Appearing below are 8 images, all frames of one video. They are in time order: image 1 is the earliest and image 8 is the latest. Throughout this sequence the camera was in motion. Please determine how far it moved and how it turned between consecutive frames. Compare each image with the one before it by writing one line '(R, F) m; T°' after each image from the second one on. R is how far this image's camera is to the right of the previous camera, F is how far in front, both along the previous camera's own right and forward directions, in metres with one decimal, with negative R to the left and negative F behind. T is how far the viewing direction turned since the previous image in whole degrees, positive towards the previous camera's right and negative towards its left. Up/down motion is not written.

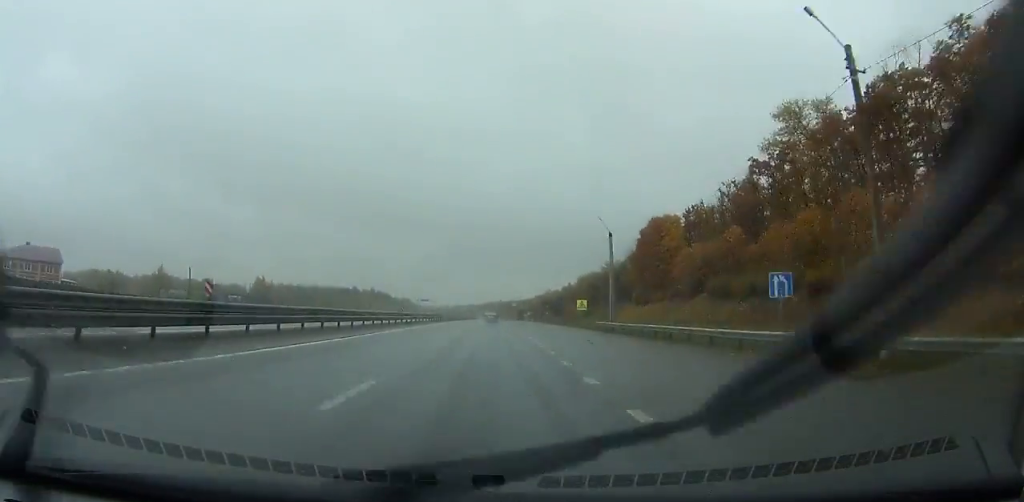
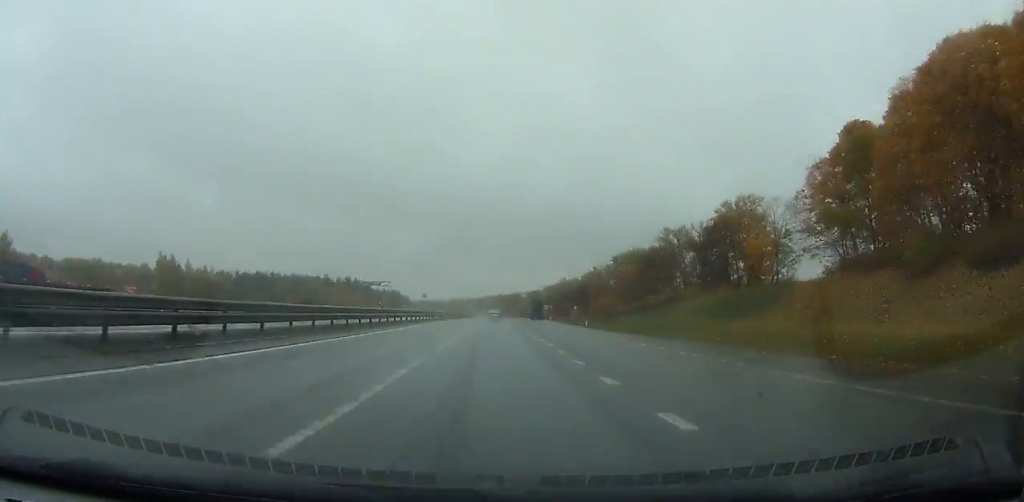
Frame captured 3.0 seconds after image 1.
(+0.2, +83.1) m; 0°
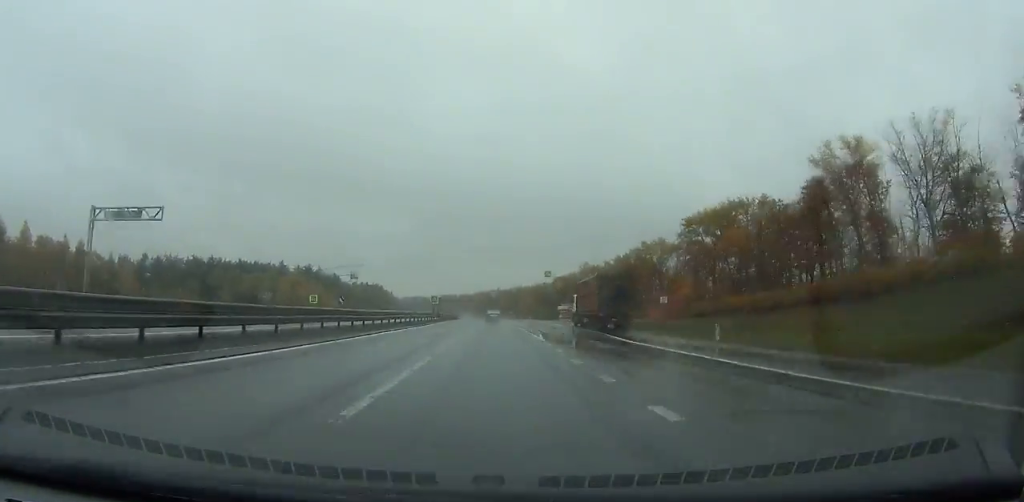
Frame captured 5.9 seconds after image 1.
(+0.1, +80.3) m; 0°
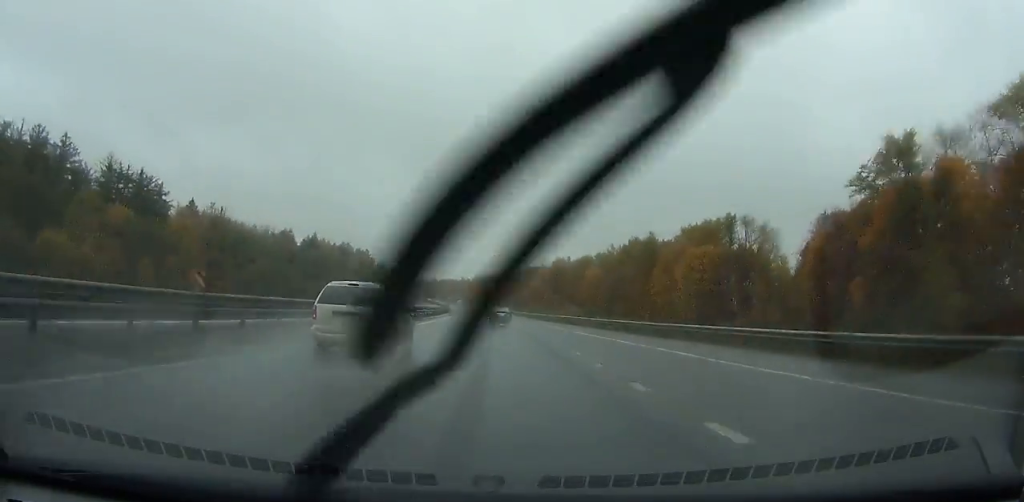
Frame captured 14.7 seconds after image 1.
(-6.9, +241.1) m; -4°
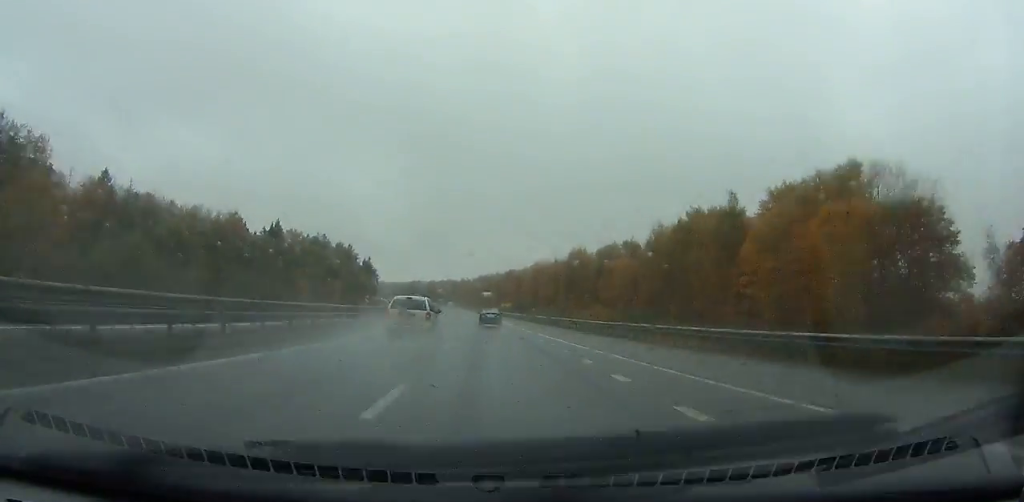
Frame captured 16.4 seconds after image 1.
(-0.5, +46.2) m; -1°
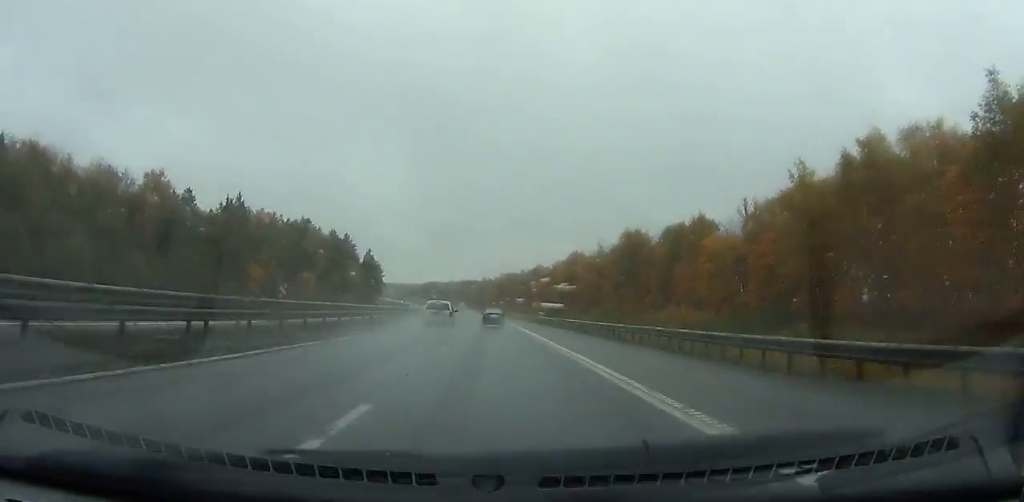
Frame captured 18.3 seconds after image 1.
(-0.2, +51.6) m; -1°
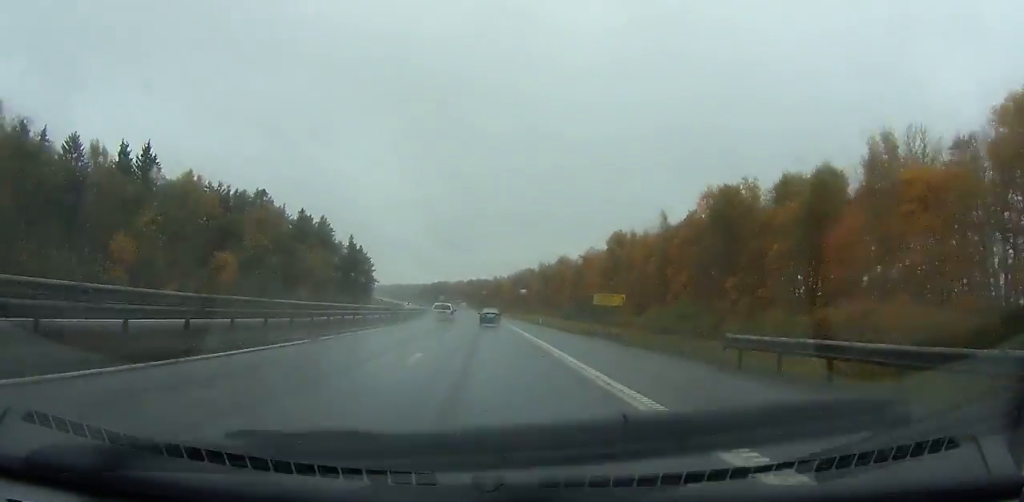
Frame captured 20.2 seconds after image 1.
(-1.1, +52.1) m; -1°
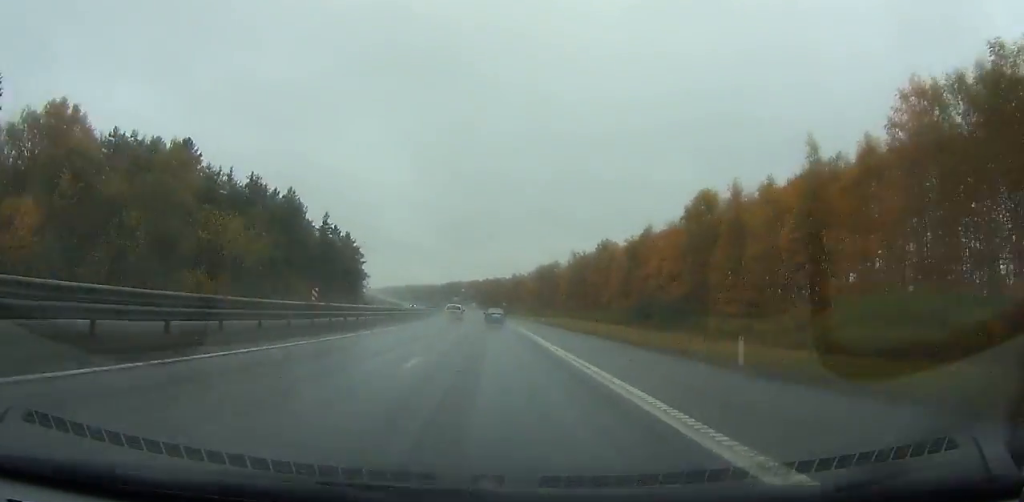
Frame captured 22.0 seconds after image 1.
(-0.5, +49.5) m; -1°
